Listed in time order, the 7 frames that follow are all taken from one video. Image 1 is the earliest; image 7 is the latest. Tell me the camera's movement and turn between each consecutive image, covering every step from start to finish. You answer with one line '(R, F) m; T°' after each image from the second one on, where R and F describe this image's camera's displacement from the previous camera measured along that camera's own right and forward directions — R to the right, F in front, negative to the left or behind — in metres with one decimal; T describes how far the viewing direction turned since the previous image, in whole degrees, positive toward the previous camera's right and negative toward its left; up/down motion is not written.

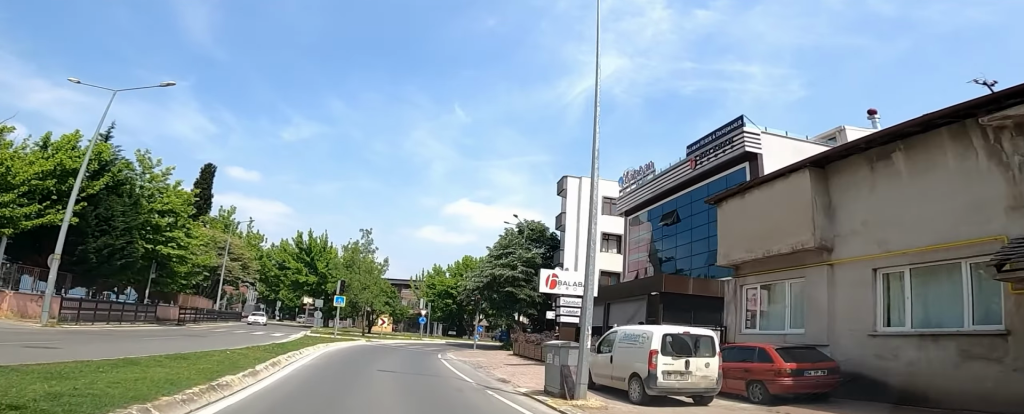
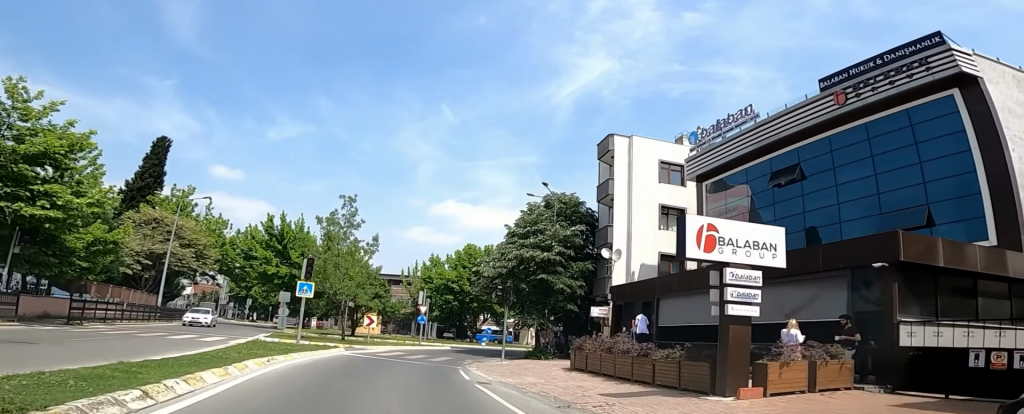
(+0.6, +10.2) m; 0°
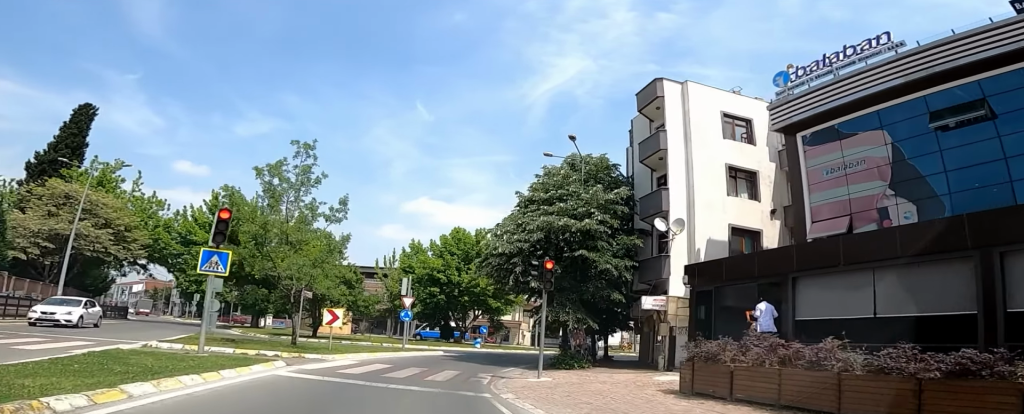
(-0.6, +8.8) m; -3°
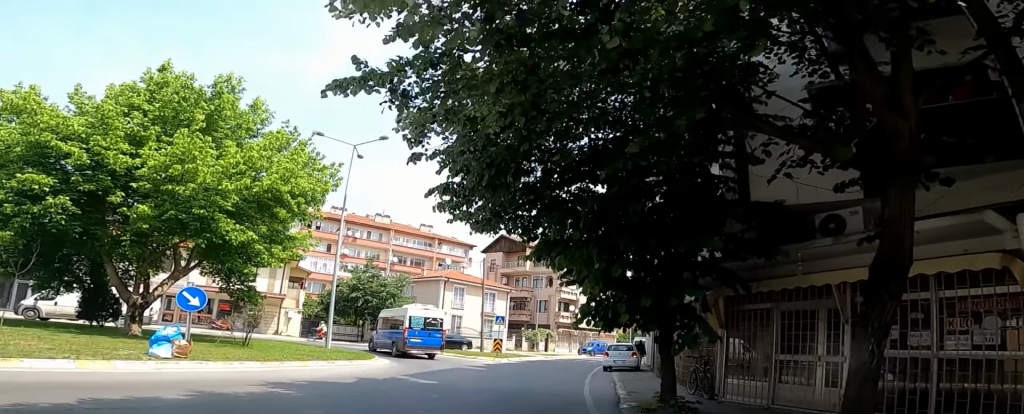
(+1.4, +31.5) m; +1°
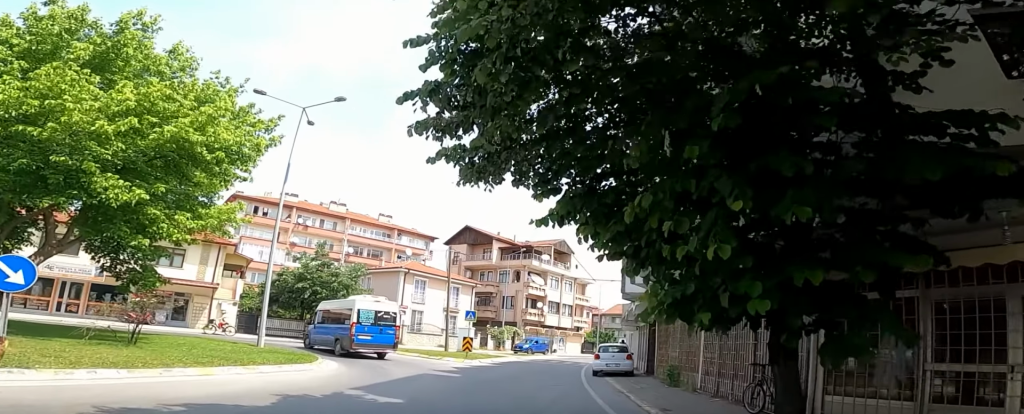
(-0.2, +6.0) m; -2°
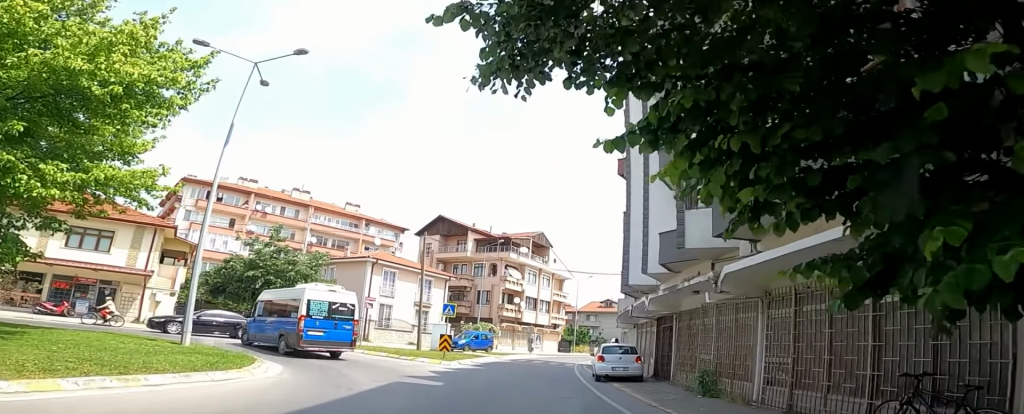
(0.0, +5.7) m; 0°
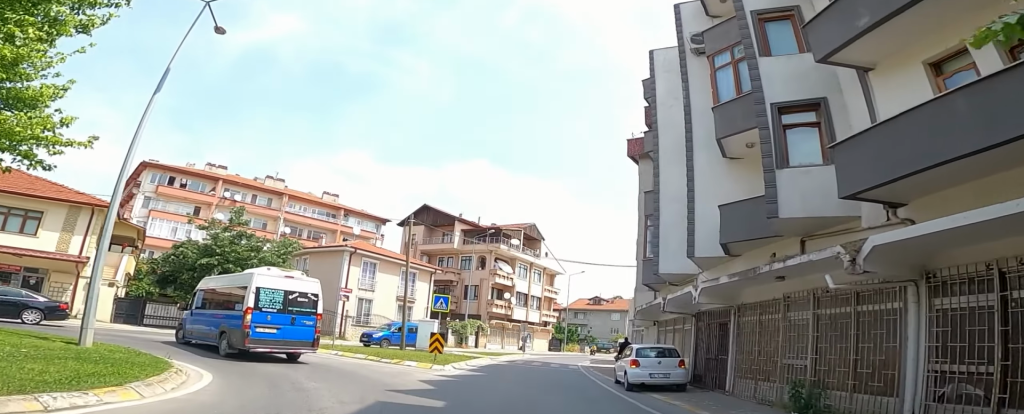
(0.0, +6.3) m; +1°
